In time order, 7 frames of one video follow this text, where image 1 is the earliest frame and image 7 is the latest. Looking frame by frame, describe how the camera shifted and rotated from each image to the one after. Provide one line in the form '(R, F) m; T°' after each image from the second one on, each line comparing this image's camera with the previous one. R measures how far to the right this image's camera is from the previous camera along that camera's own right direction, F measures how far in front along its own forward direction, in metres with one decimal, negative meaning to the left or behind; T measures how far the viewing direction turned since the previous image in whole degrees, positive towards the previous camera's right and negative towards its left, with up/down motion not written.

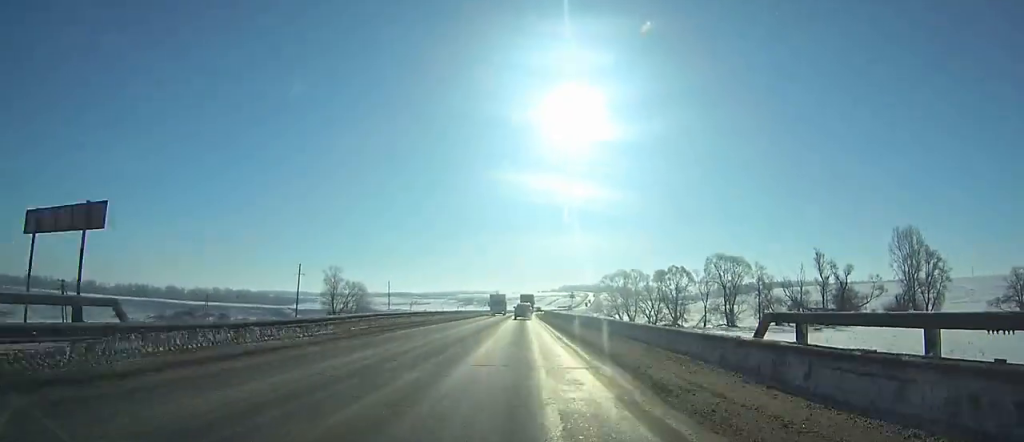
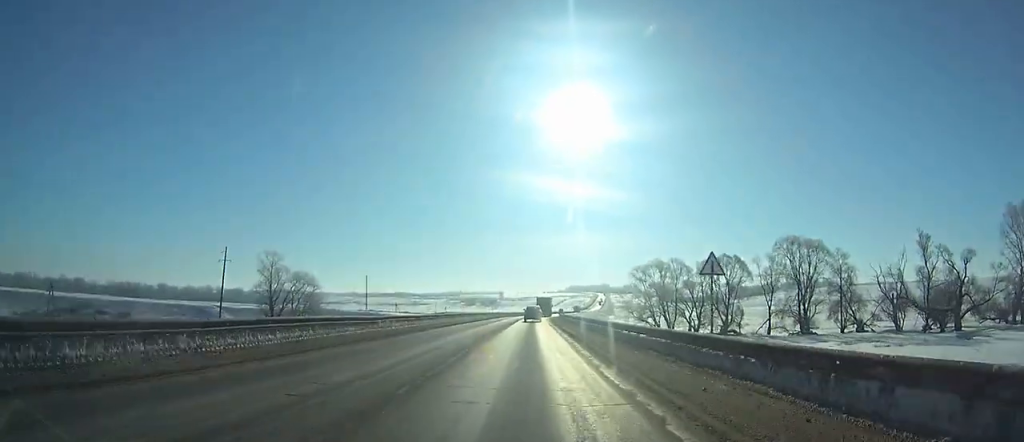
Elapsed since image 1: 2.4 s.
(0.0, +49.9) m; 0°
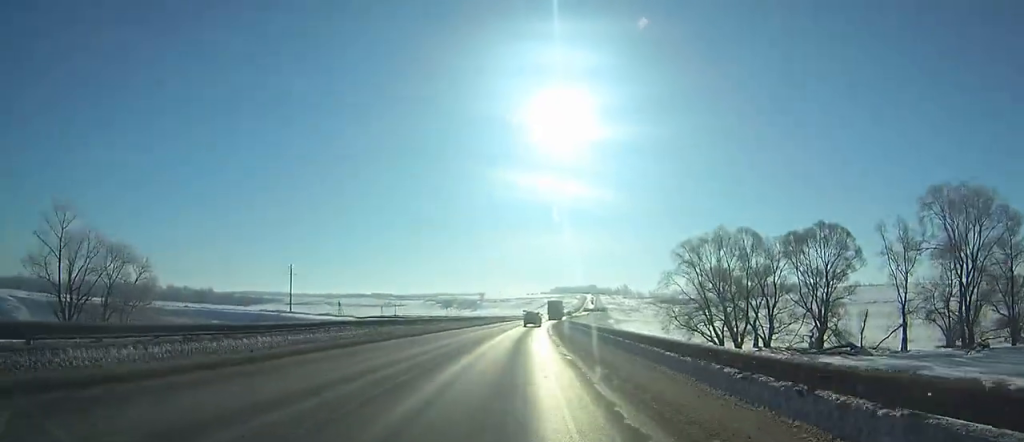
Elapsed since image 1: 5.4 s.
(+0.2, +62.9) m; +1°
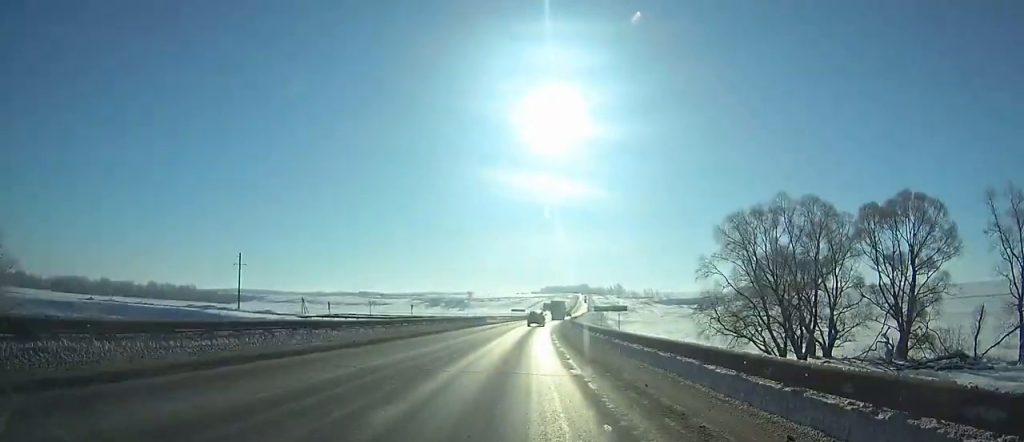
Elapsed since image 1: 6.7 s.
(+0.4, +27.5) m; +1°
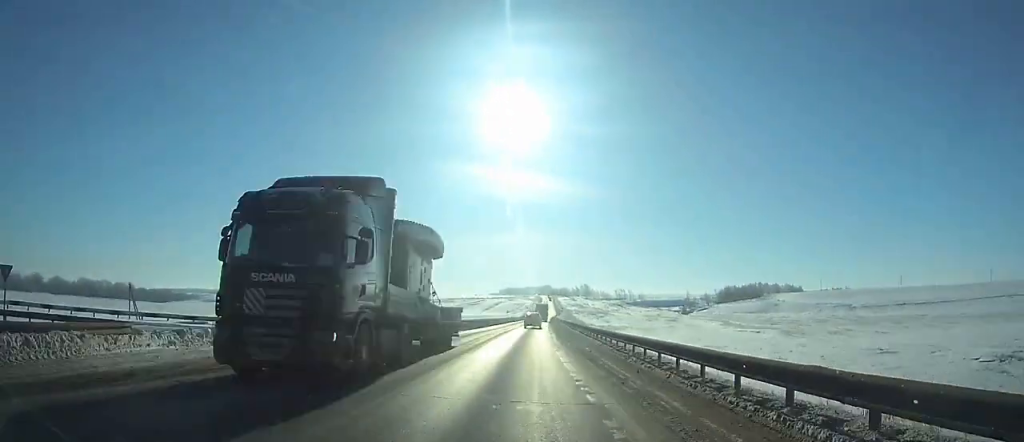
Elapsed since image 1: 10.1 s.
(+2.2, +72.2) m; +3°
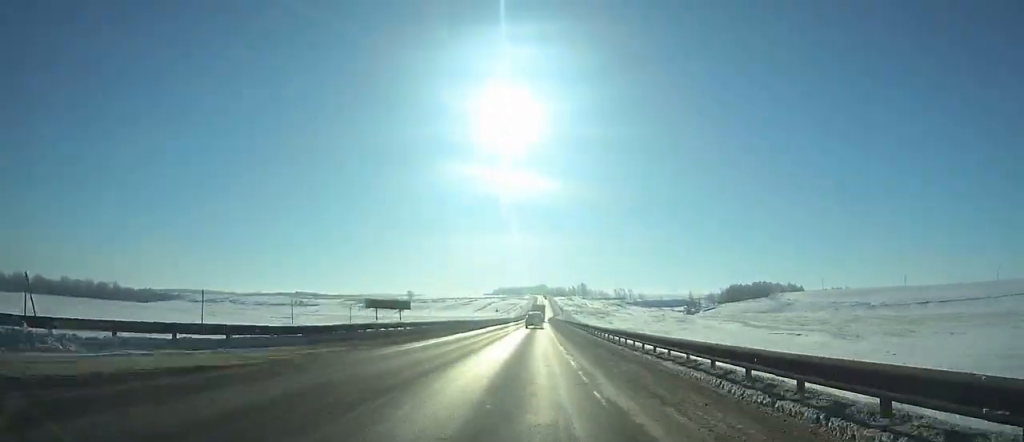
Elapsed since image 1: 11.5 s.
(+0.3, +29.9) m; +1°
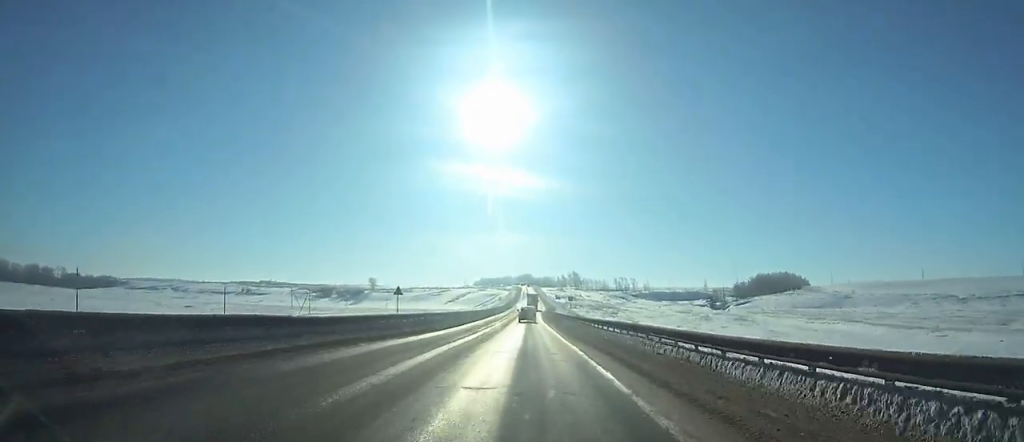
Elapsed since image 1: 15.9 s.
(+1.8, +94.7) m; +1°
